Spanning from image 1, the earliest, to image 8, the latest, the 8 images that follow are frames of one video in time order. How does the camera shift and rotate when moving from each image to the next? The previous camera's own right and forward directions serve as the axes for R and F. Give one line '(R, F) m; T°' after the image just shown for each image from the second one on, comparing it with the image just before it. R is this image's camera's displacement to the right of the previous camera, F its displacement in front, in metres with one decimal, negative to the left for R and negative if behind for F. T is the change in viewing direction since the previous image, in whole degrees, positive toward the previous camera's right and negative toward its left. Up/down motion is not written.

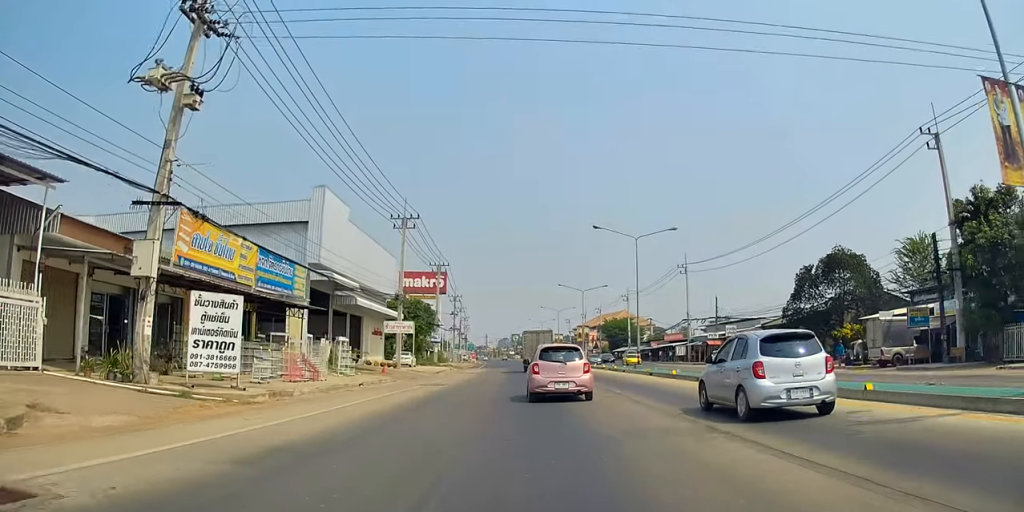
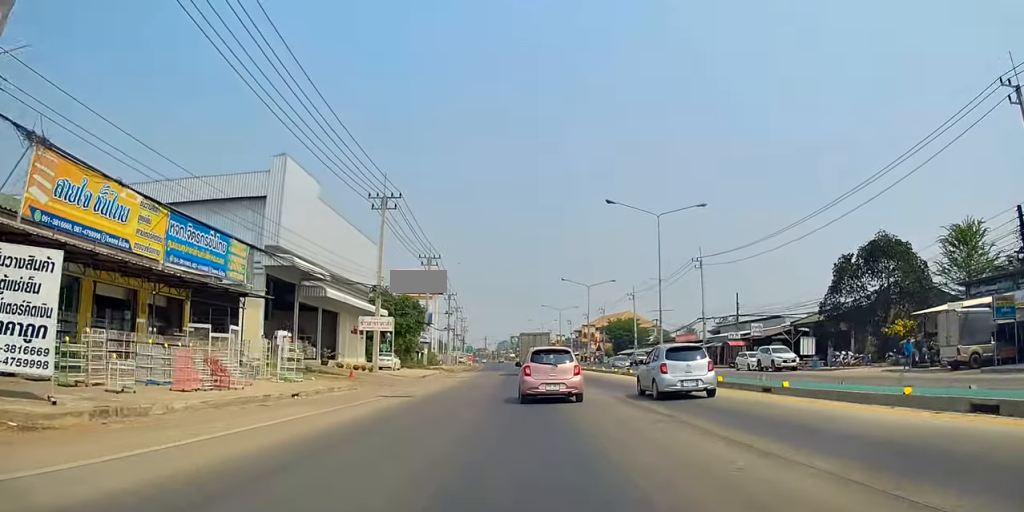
(+0.6, +7.8) m; 0°
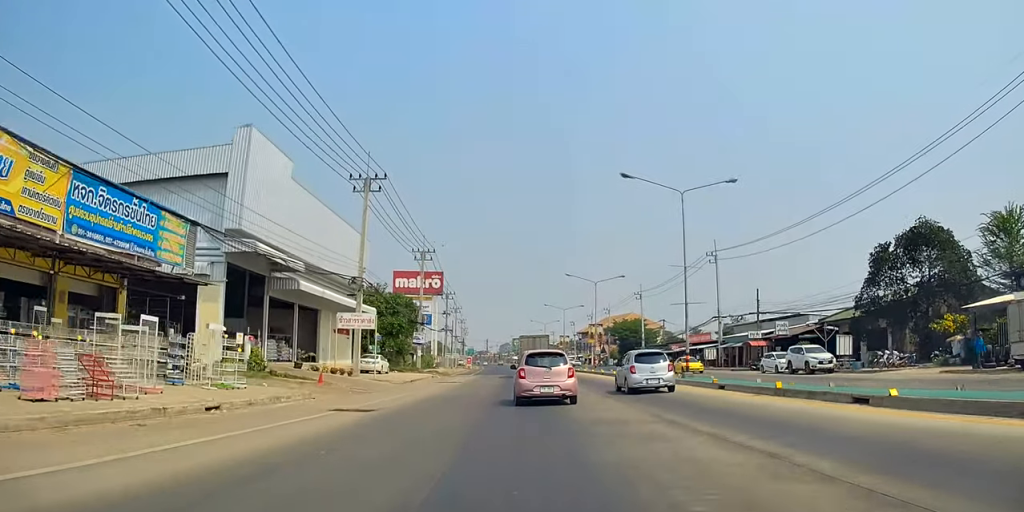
(0.0, +5.4) m; 0°
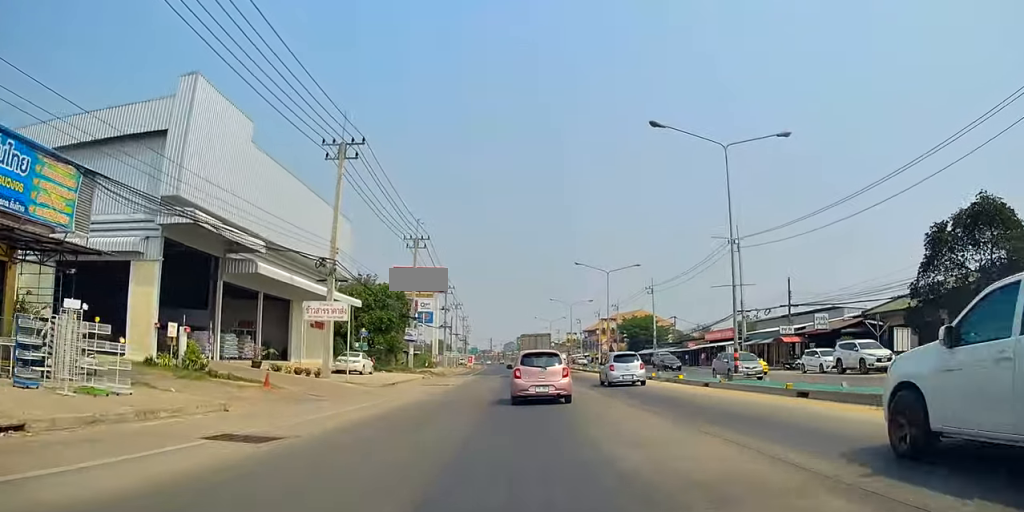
(-0.5, +6.1) m; 0°
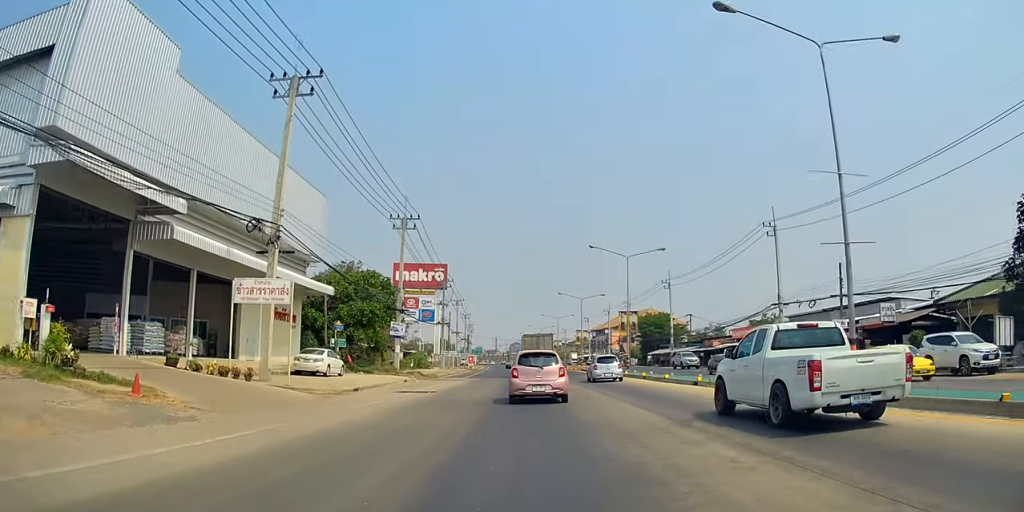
(+0.3, +8.4) m; 0°
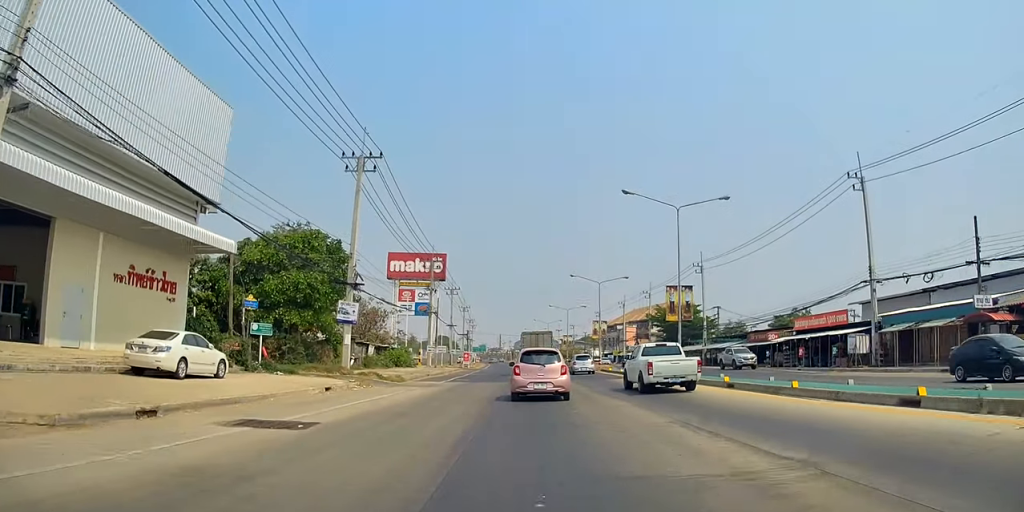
(-0.5, +15.3) m; 0°
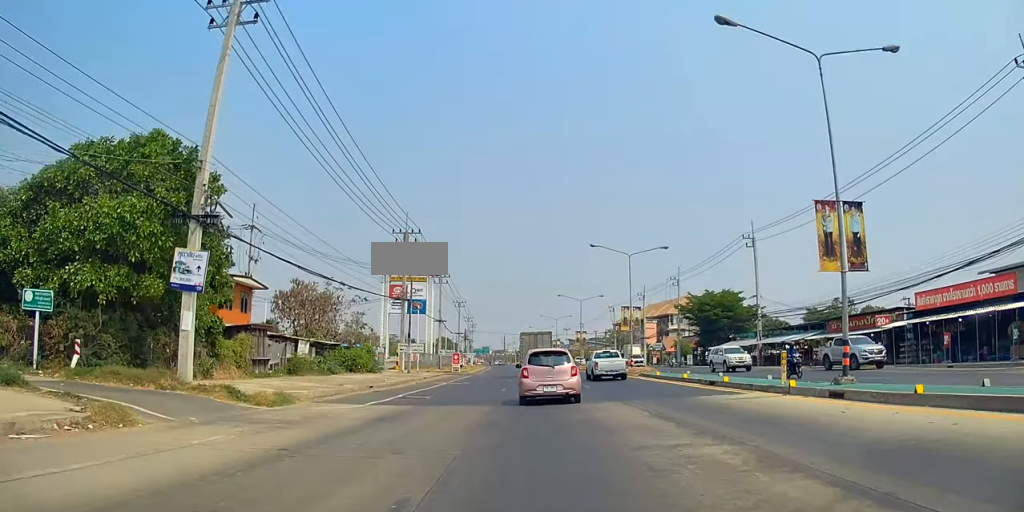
(+0.4, +17.2) m; 0°
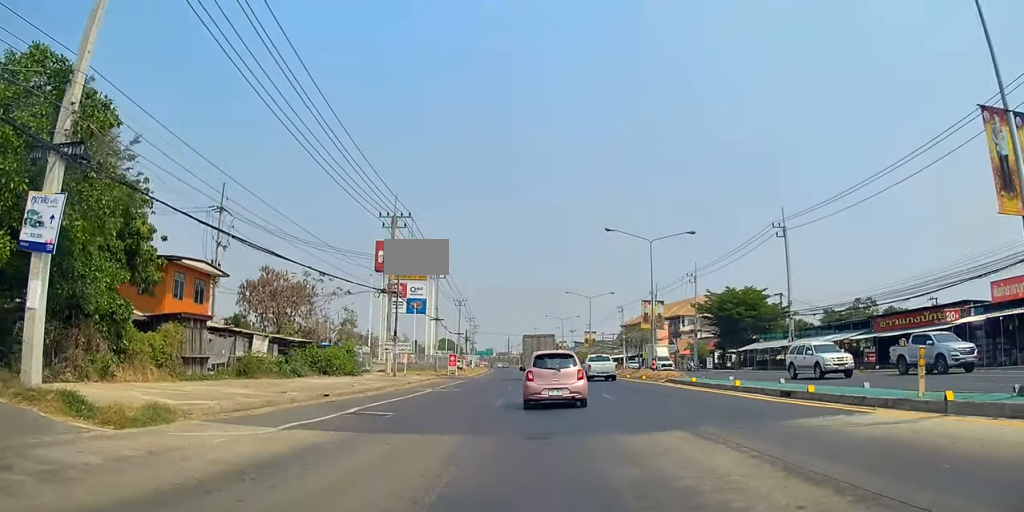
(-0.3, +6.6) m; 0°
